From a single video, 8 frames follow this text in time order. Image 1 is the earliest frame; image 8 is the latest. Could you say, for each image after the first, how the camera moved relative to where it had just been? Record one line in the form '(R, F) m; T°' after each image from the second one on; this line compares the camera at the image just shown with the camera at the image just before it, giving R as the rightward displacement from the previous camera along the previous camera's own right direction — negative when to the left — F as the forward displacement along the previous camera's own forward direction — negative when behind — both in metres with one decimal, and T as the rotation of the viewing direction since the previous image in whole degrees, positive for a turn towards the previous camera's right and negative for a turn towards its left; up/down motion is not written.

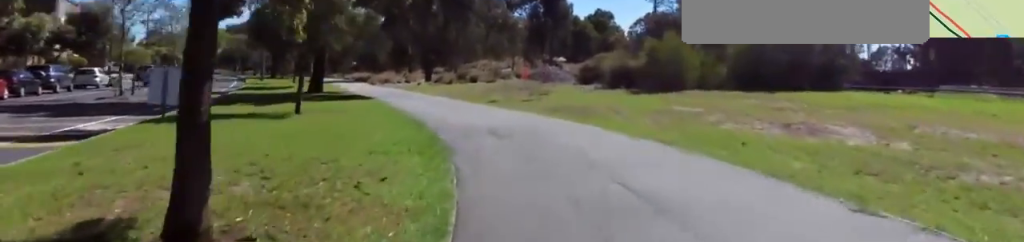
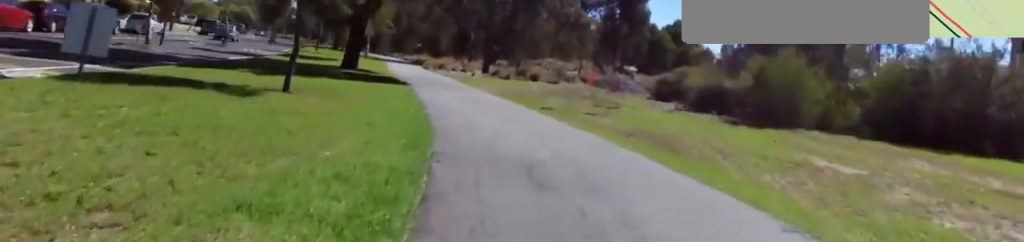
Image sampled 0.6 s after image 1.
(+0.1, +4.4) m; -4°
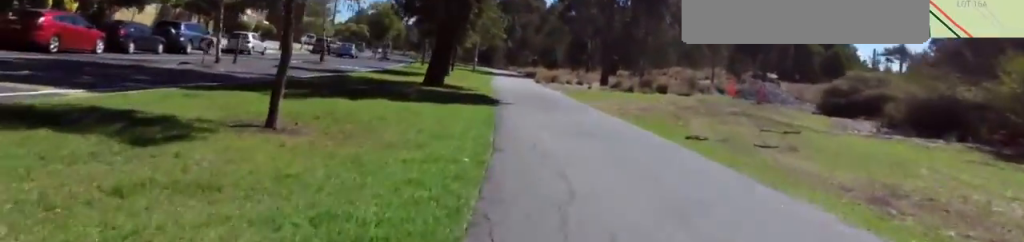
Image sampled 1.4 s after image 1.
(-0.3, +5.3) m; -12°
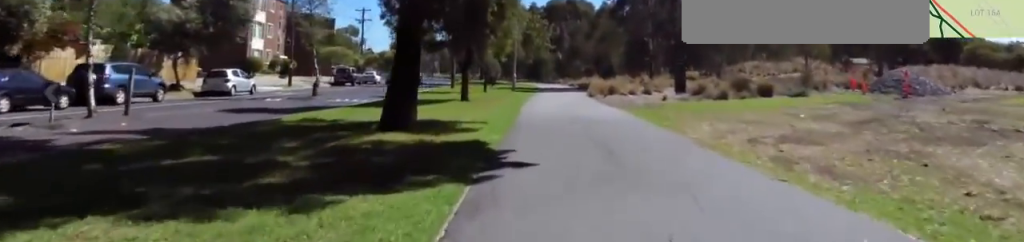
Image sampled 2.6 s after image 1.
(-1.2, +9.2) m; -7°
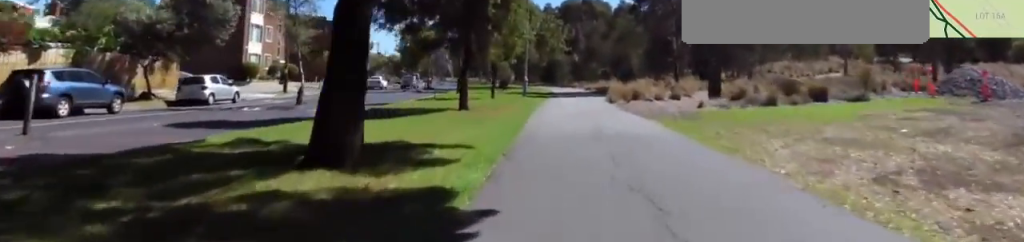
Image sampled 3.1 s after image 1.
(+0.3, +3.8) m; -2°
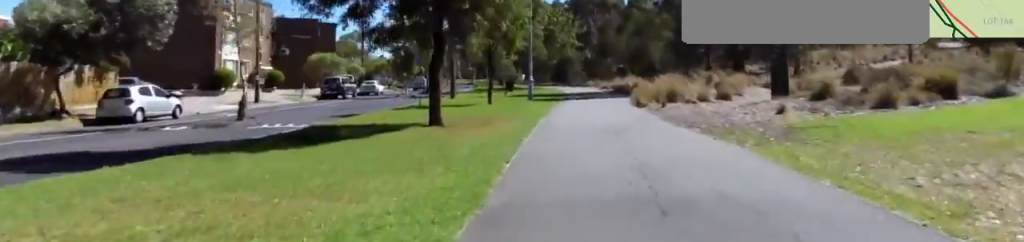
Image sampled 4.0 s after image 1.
(-0.5, +6.2) m; -4°
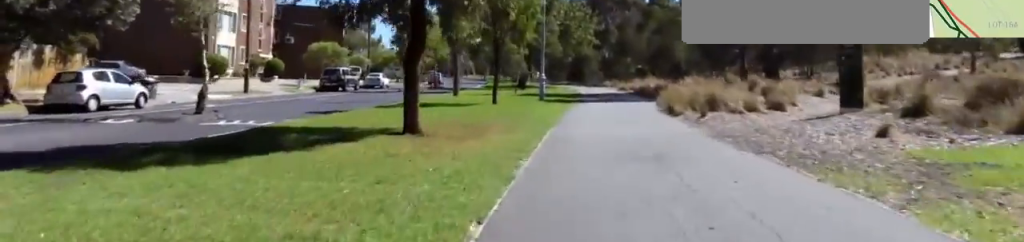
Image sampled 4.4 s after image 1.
(-0.3, +3.5) m; -1°
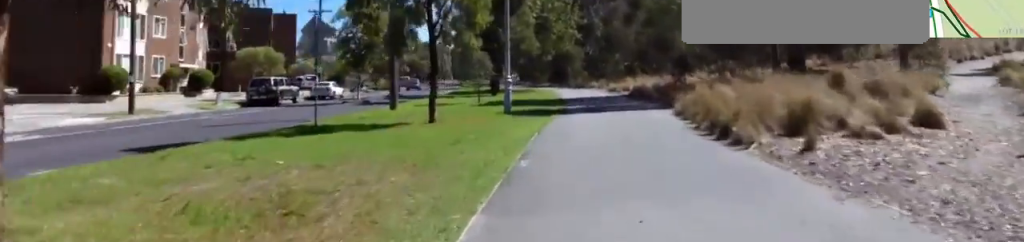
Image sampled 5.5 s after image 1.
(+0.6, +7.6) m; +12°
